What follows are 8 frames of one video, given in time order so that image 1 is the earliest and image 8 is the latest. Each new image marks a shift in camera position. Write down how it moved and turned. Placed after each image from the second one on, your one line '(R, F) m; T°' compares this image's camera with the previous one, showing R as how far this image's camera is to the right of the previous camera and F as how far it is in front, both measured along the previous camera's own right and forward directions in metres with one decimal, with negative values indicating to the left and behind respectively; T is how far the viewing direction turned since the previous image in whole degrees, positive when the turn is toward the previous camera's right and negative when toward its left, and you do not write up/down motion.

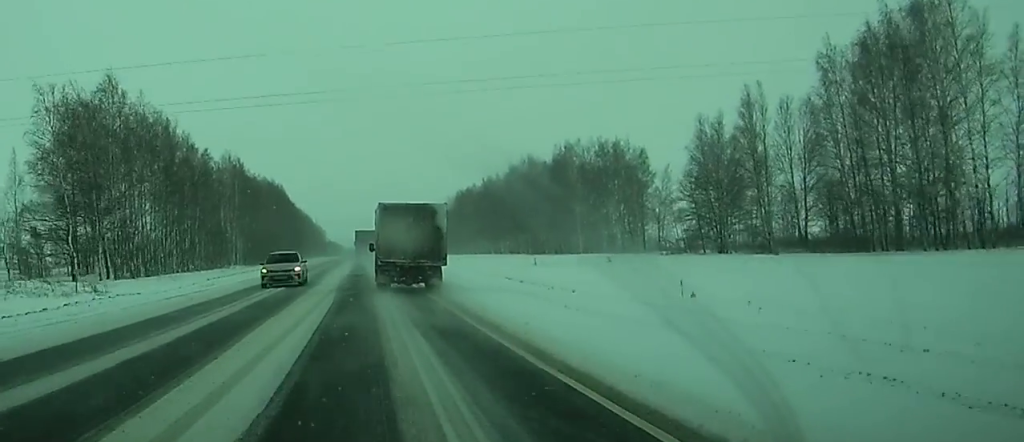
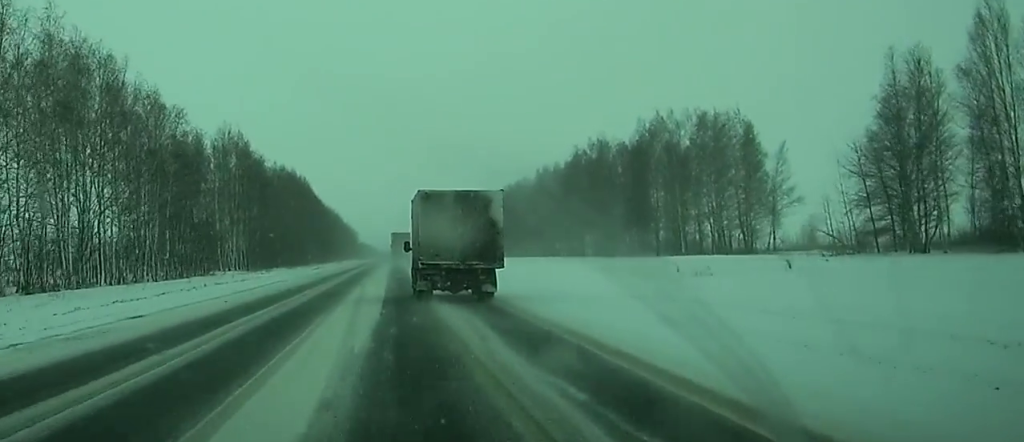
(-0.2, +36.3) m; -1°
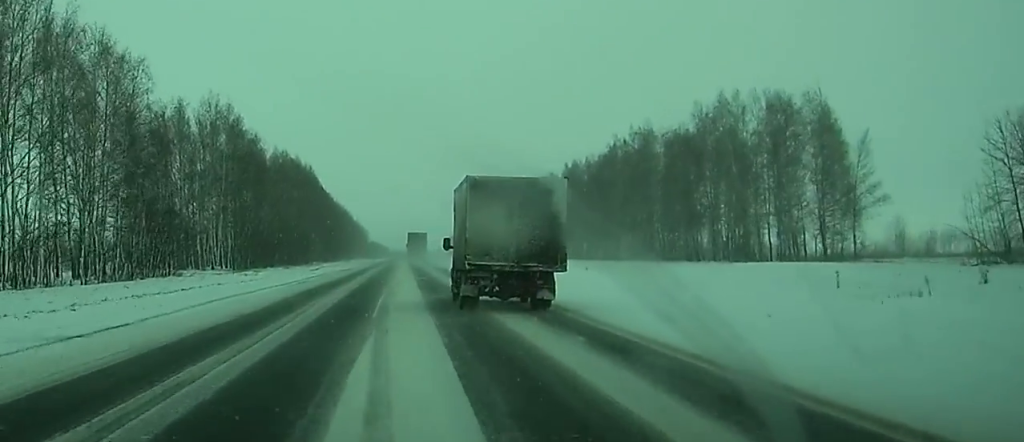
(-0.1, +20.6) m; -1°
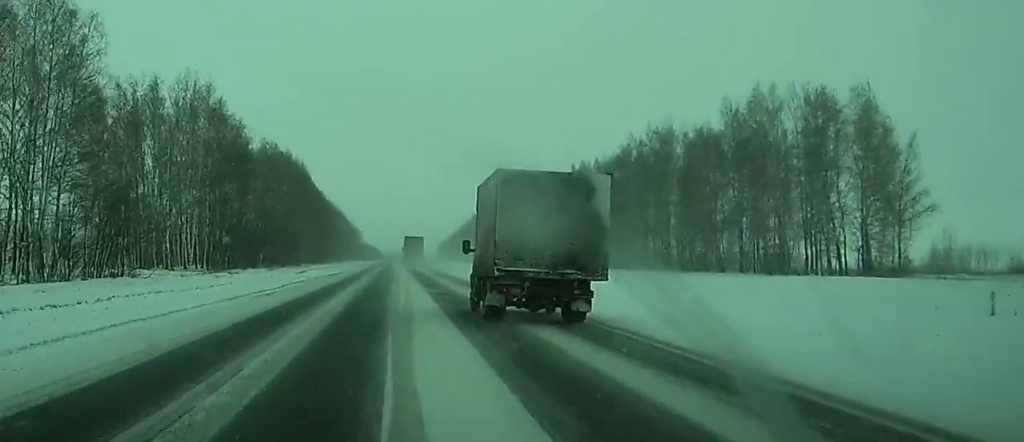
(0.0, +11.9) m; 0°
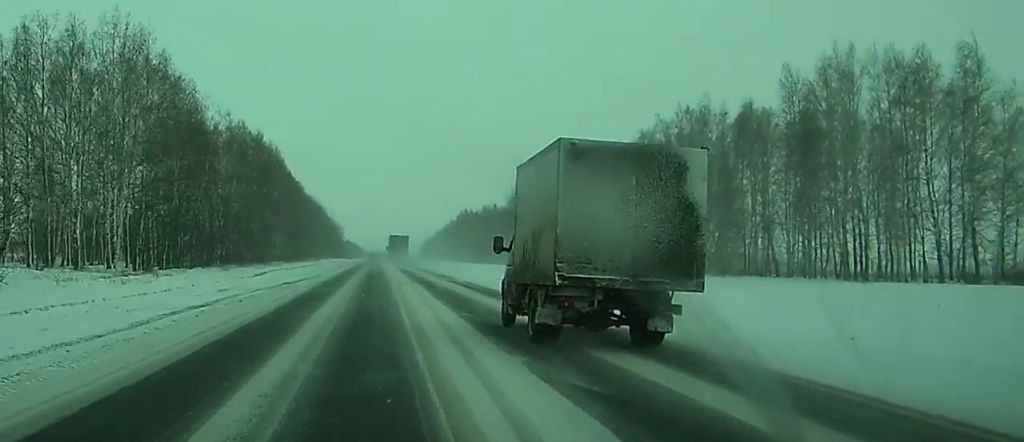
(-0.1, +22.0) m; 0°
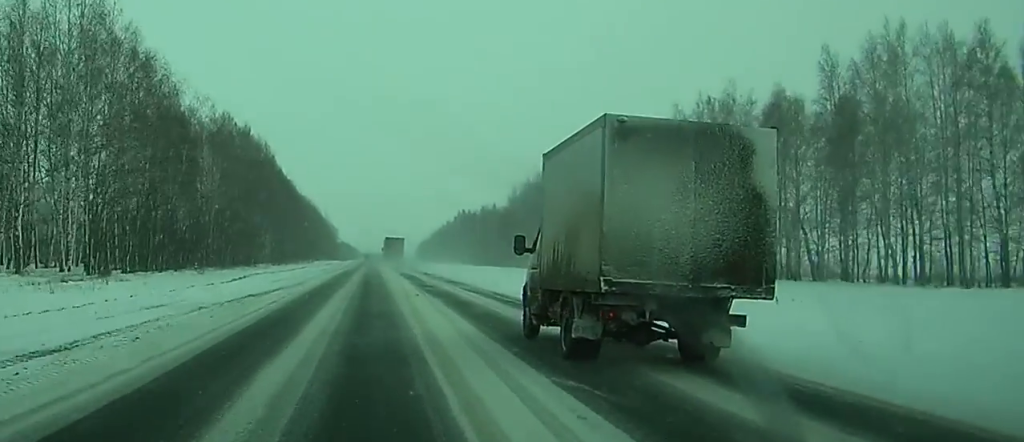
(0.0, +10.0) m; 0°
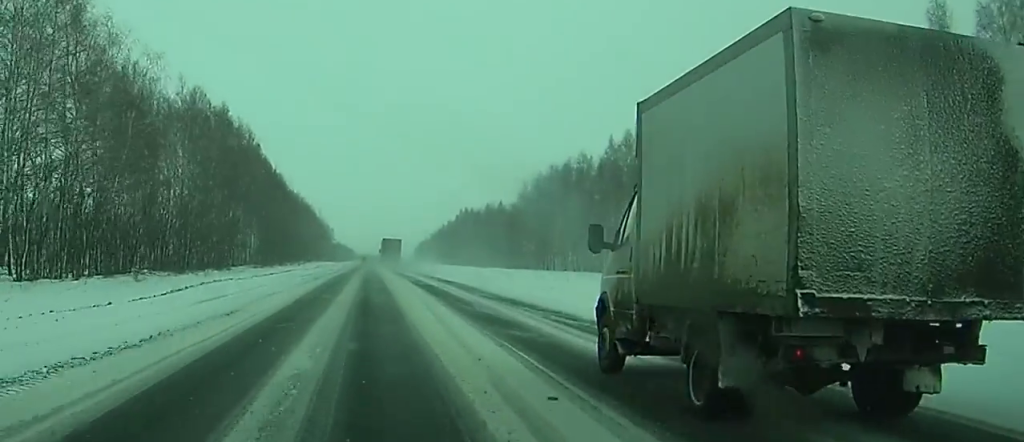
(+0.1, +19.5) m; 0°
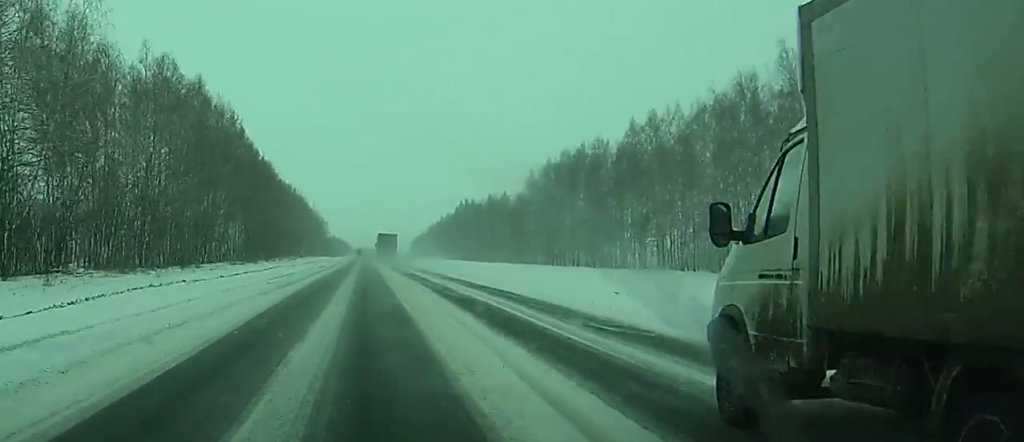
(0.0, +15.1) m; 0°
